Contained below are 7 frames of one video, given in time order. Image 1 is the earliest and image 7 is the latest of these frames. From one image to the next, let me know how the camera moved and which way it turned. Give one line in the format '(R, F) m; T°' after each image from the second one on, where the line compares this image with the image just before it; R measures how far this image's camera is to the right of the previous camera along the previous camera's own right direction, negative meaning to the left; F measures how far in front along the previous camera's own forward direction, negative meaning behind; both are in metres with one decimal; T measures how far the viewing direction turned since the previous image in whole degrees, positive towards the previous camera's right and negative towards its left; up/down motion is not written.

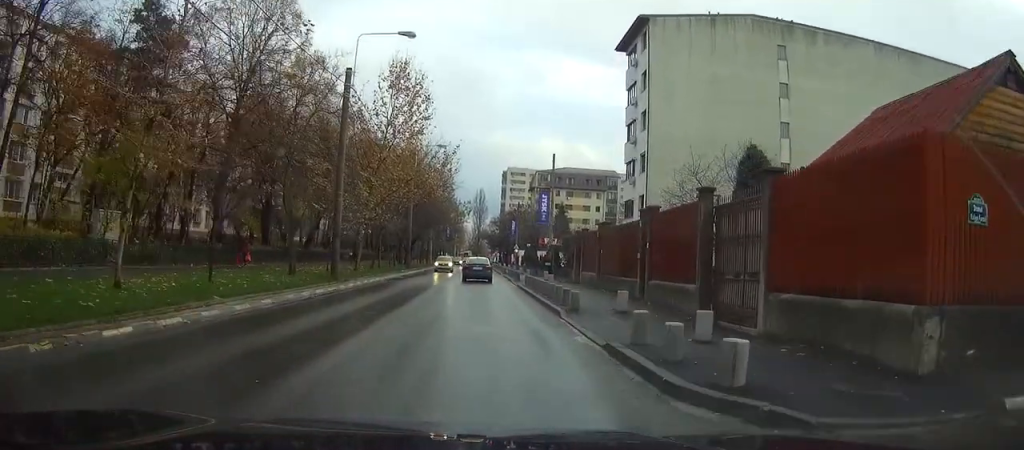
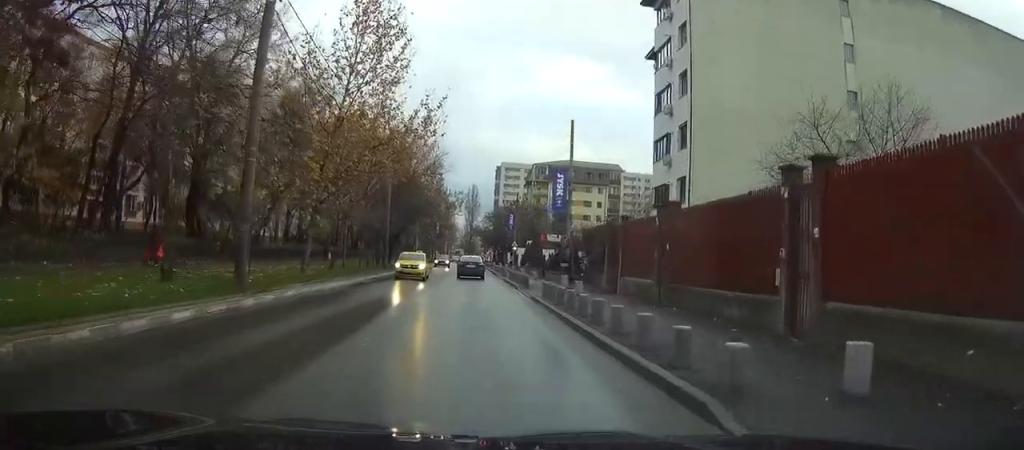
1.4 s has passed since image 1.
(+0.4, +9.9) m; +4°
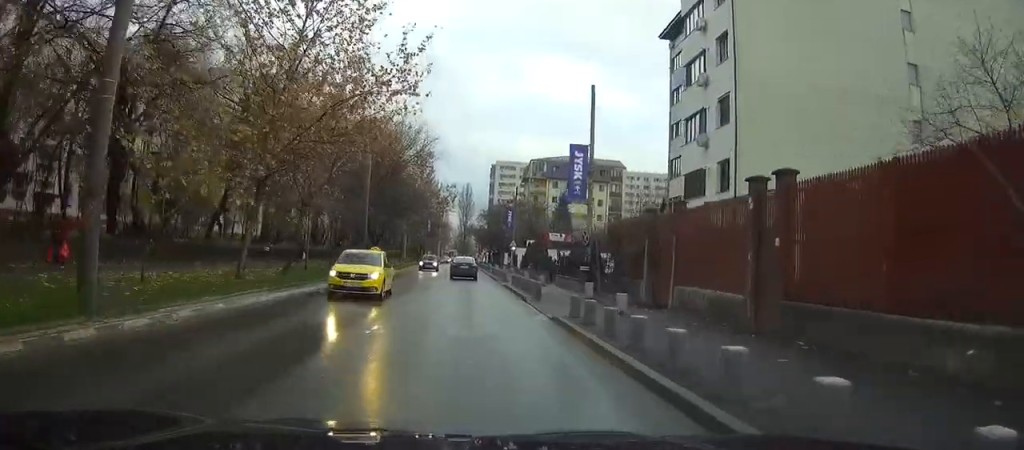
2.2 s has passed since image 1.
(+0.1, +7.0) m; 0°
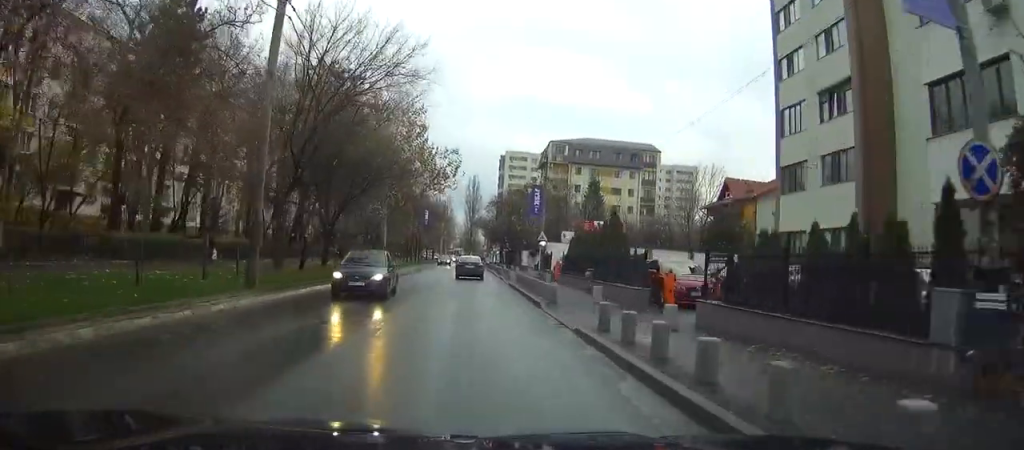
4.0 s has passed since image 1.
(0.0, +21.2) m; 0°
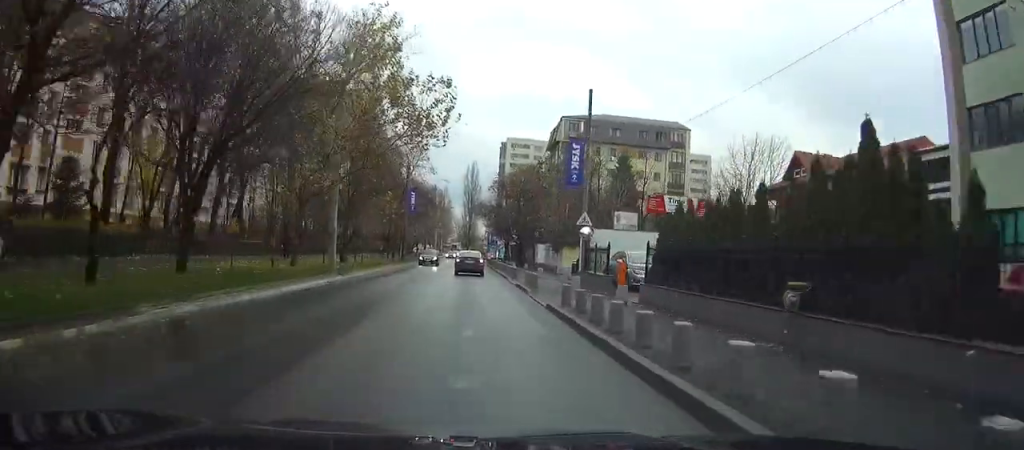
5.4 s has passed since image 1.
(-0.1, +17.8) m; 0°
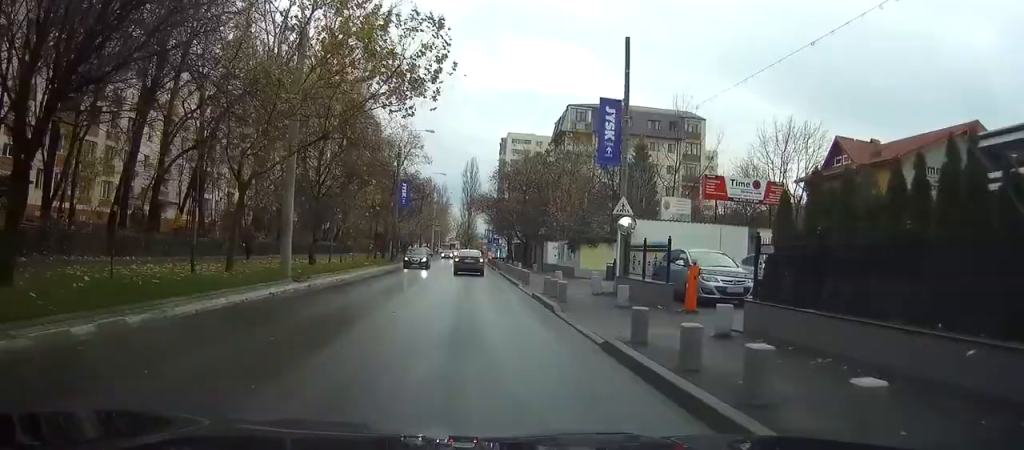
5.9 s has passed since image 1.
(0.0, +7.9) m; 0°
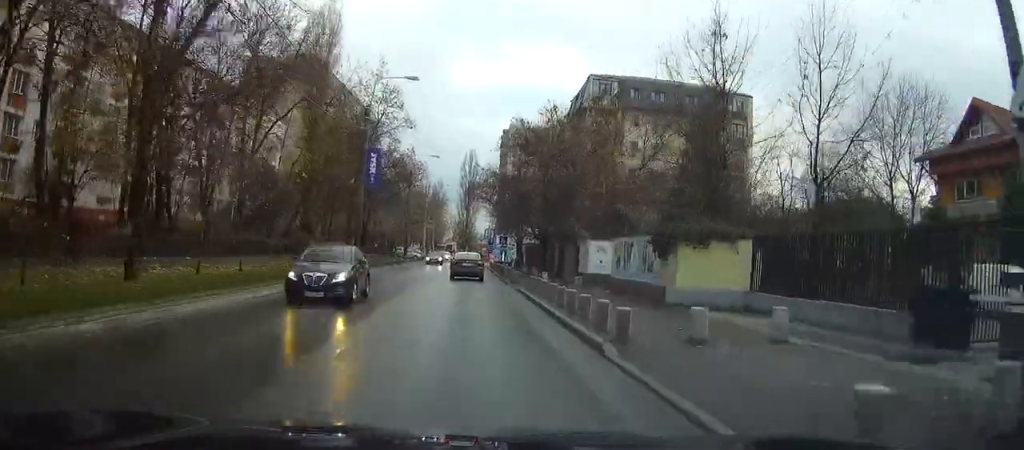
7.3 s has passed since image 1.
(-0.1, +18.5) m; 0°
